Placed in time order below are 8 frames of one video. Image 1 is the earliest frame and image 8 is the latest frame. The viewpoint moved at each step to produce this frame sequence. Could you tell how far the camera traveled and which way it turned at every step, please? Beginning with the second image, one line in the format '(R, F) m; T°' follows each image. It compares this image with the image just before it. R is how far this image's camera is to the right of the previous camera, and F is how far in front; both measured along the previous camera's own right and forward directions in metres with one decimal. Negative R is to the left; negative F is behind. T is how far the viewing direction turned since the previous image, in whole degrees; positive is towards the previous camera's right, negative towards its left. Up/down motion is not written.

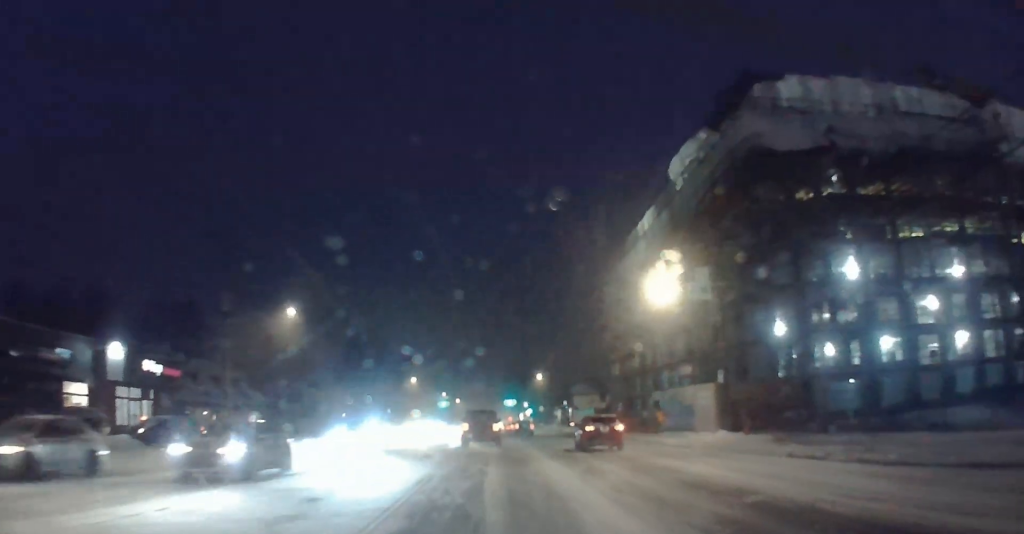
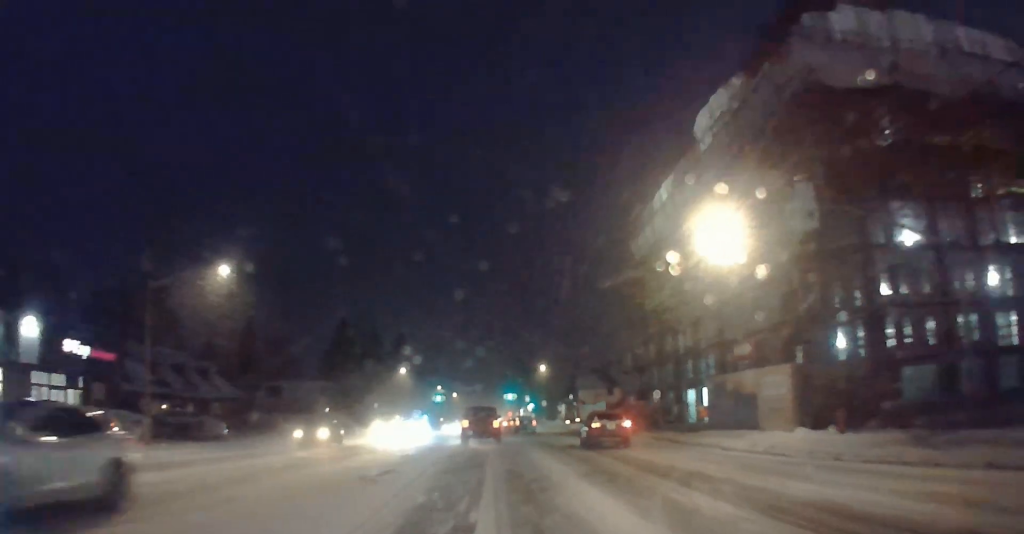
(+0.1, +8.9) m; 0°
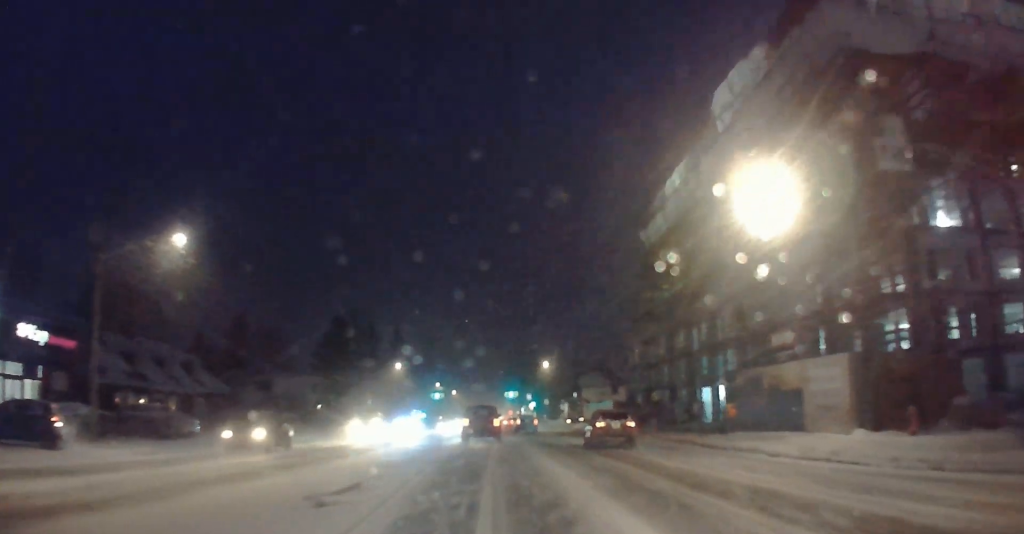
(0.0, +4.5) m; 0°
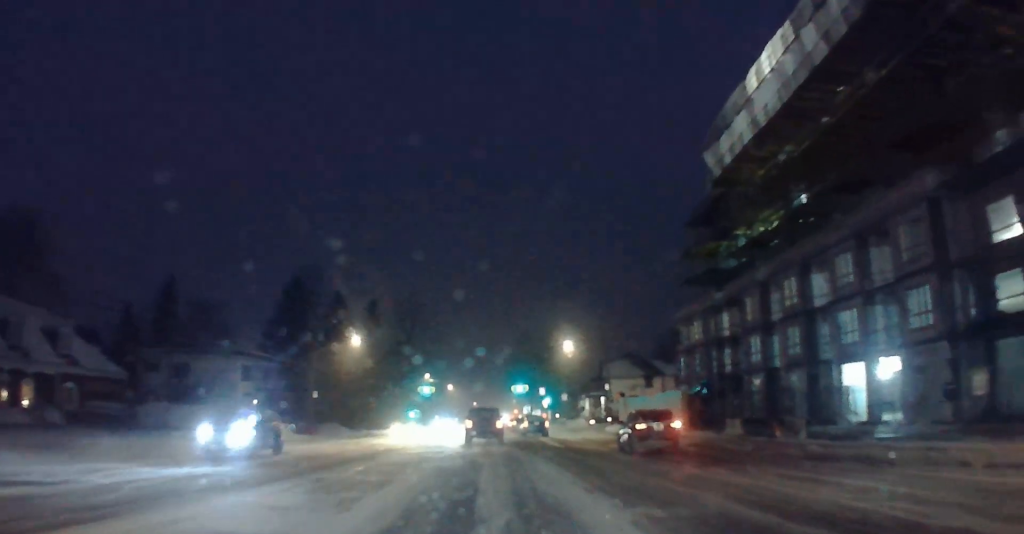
(-0.7, +23.6) m; -3°
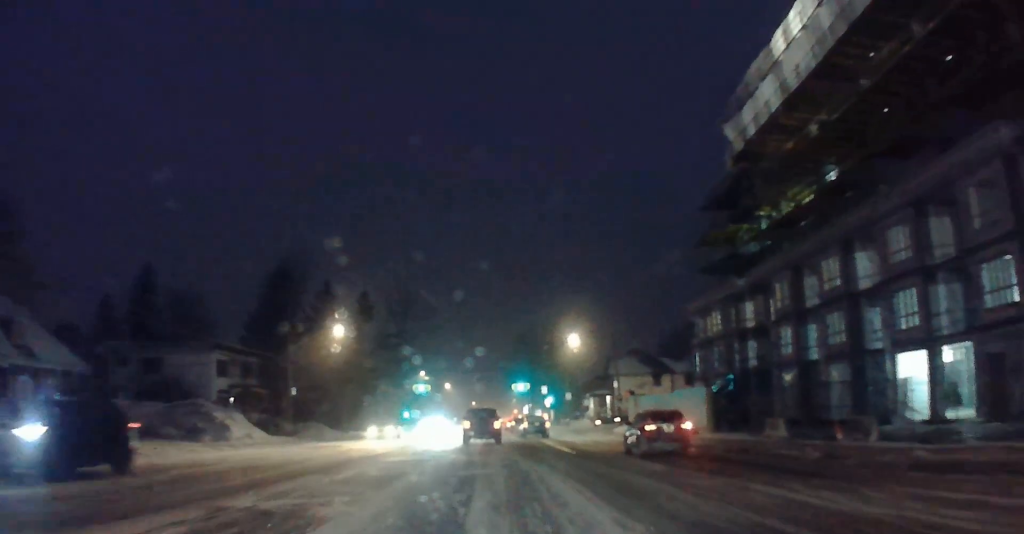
(0.0, +5.6) m; +1°
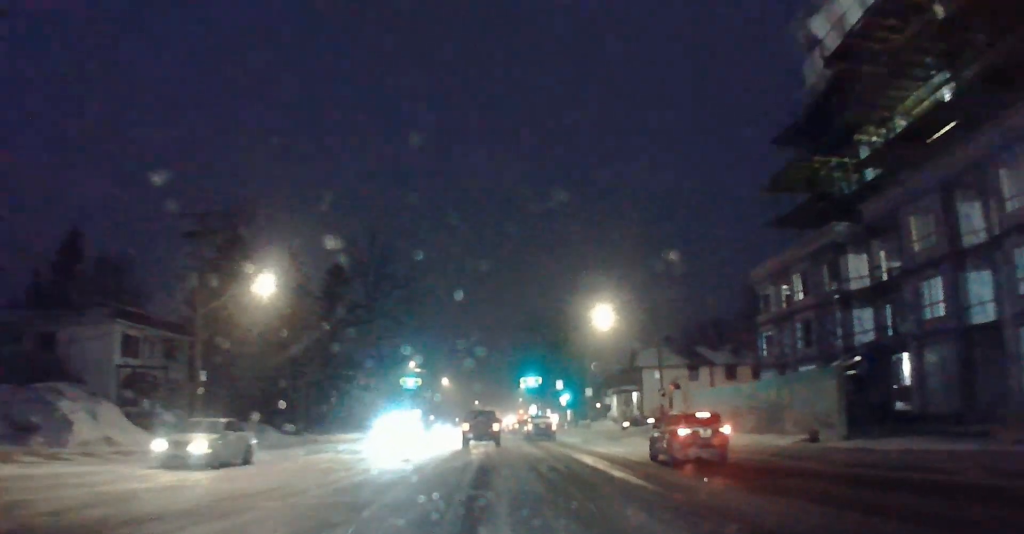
(+0.3, +15.0) m; +2°
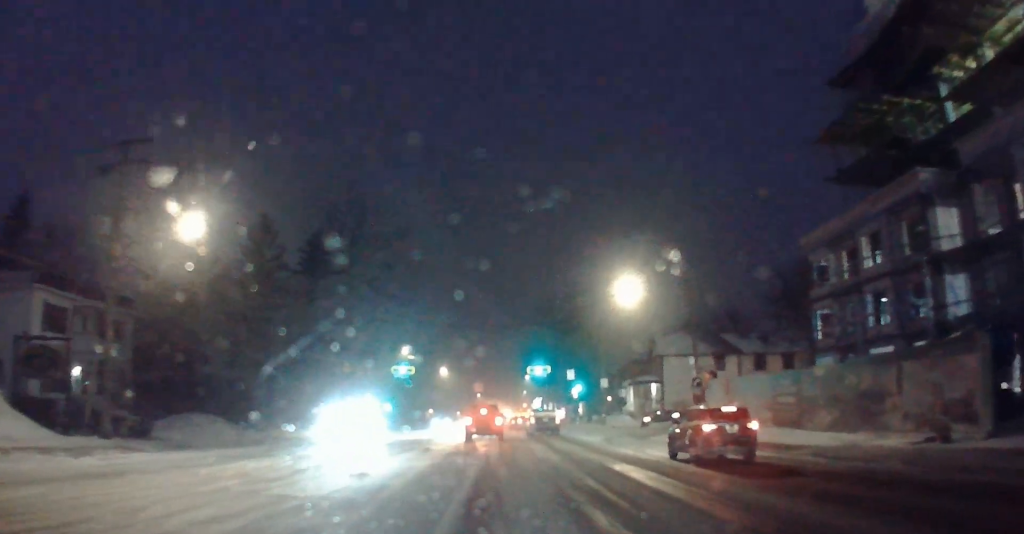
(0.0, +8.2) m; 0°
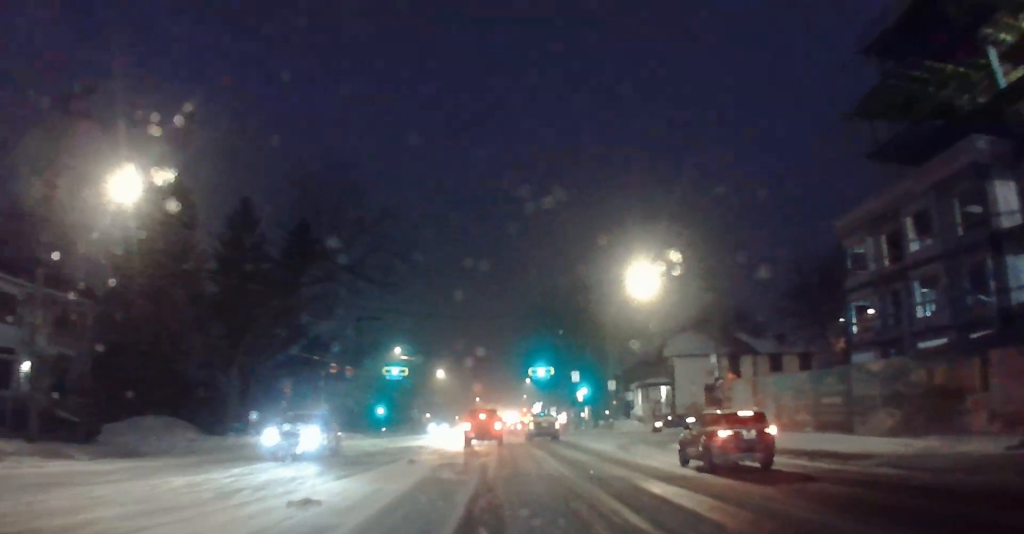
(+0.1, +4.3) m; -1°
